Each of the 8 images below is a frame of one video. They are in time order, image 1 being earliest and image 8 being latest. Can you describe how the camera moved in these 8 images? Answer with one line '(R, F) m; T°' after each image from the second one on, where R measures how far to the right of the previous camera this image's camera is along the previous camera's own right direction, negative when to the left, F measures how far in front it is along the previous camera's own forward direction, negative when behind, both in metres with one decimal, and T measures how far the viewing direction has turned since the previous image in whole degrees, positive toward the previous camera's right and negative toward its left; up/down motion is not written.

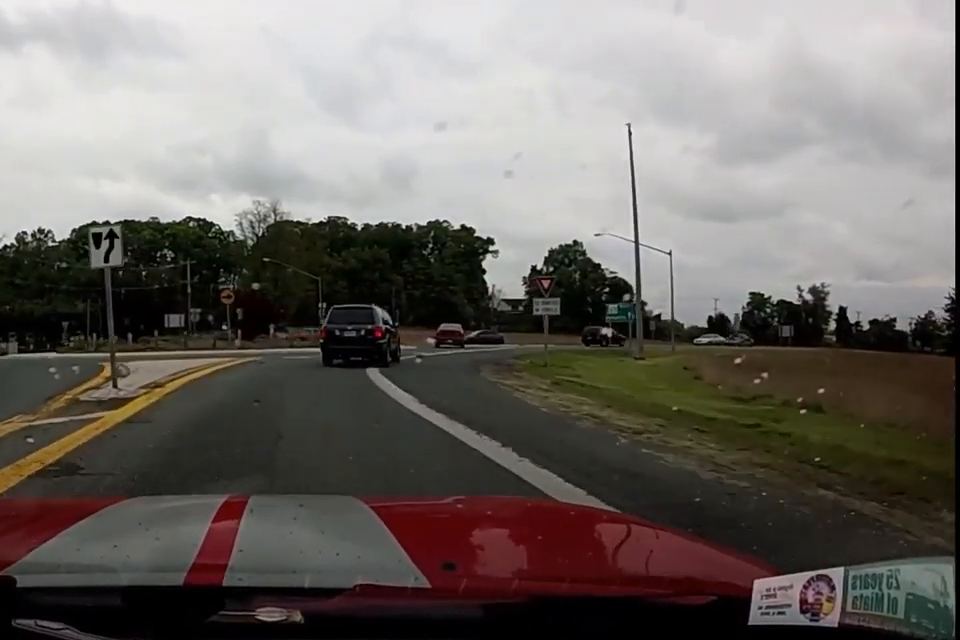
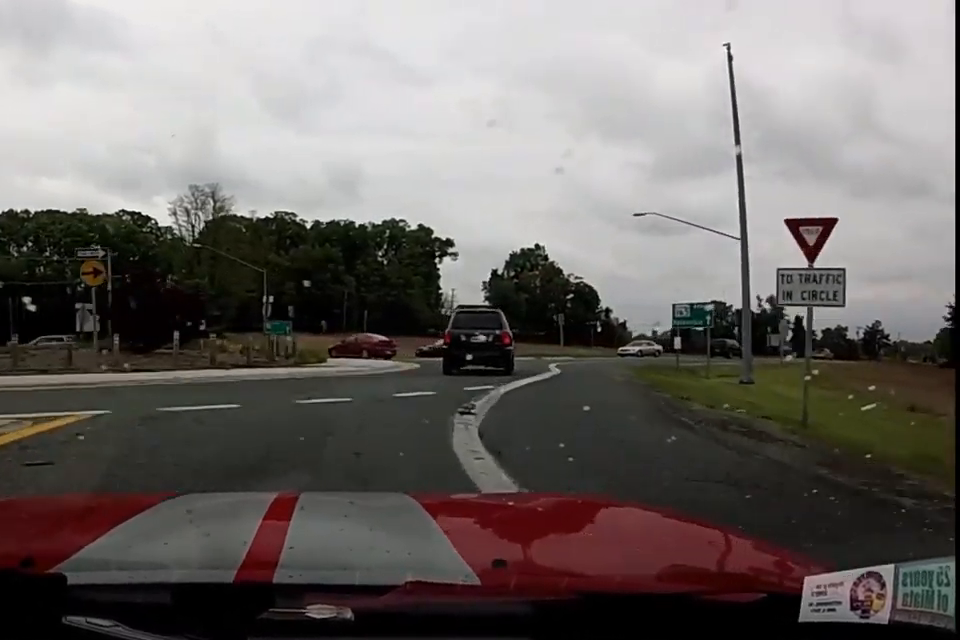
(+3.3, +13.7) m; +25°
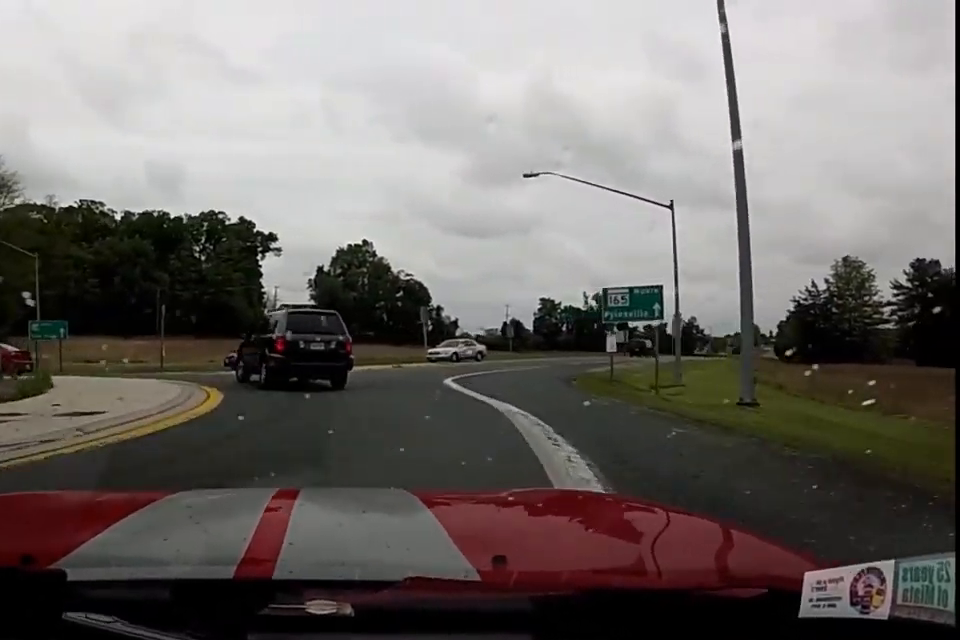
(+0.1, +12.1) m; +2°
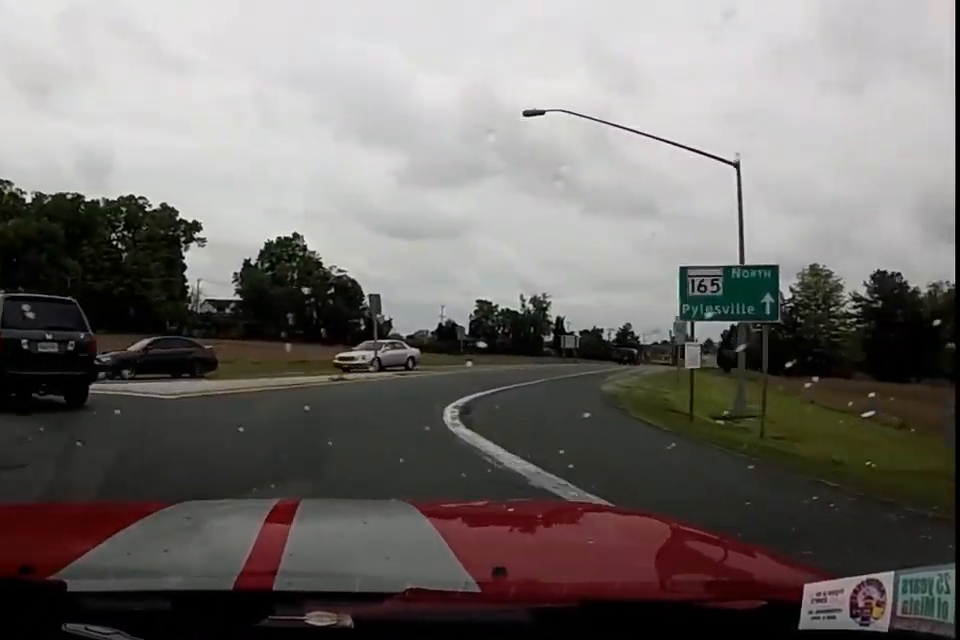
(-0.3, +9.5) m; +13°
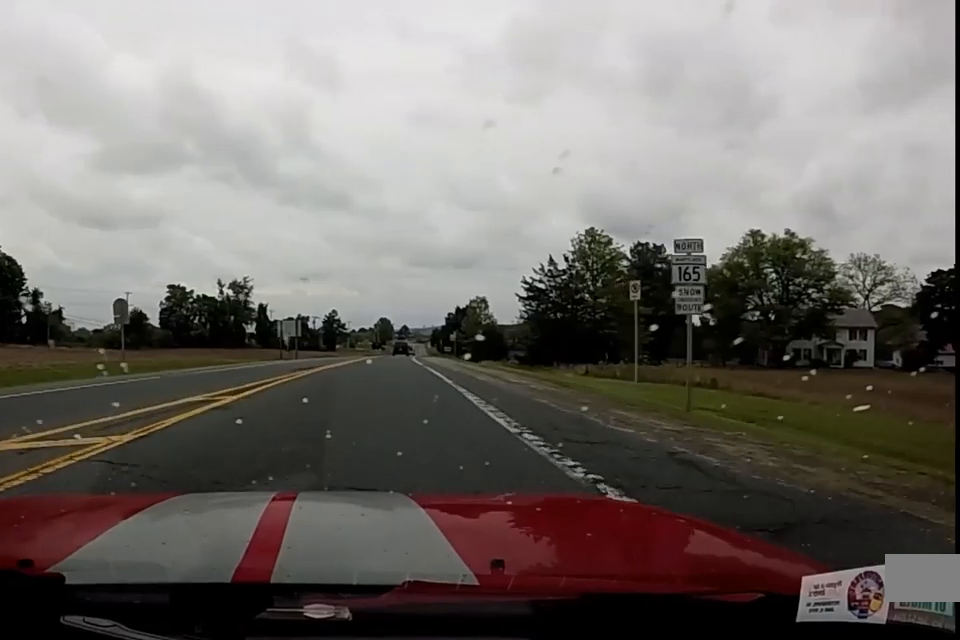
(+6.7, +24.0) m; +18°
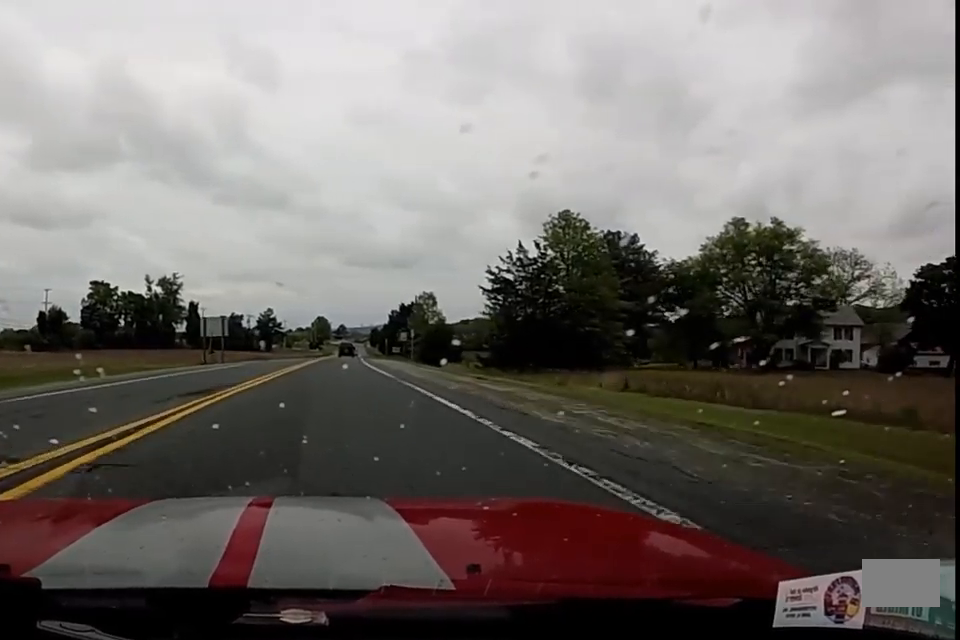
(0.0, +9.8) m; 0°
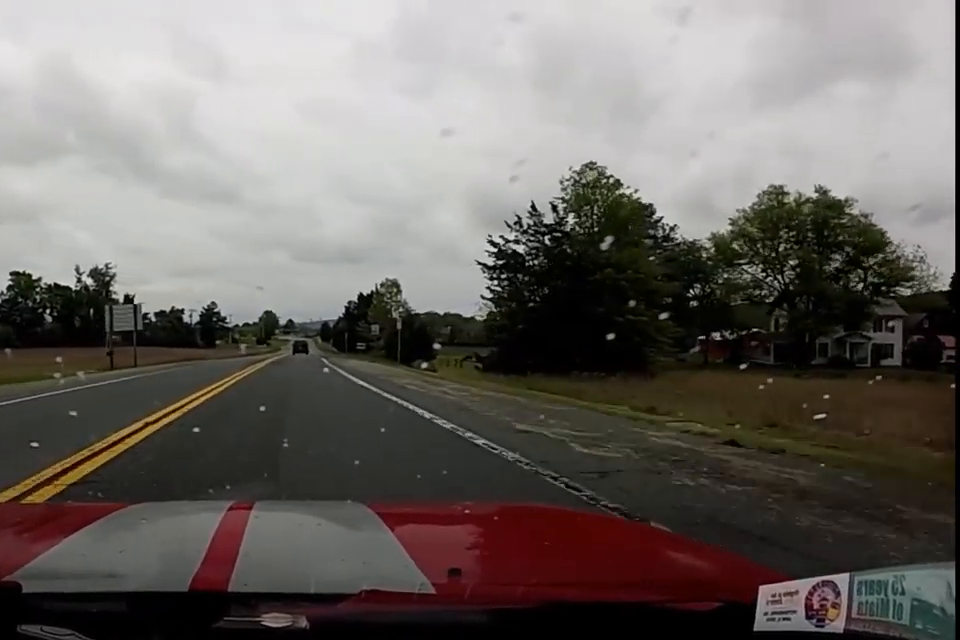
(0.0, +14.5) m; 0°
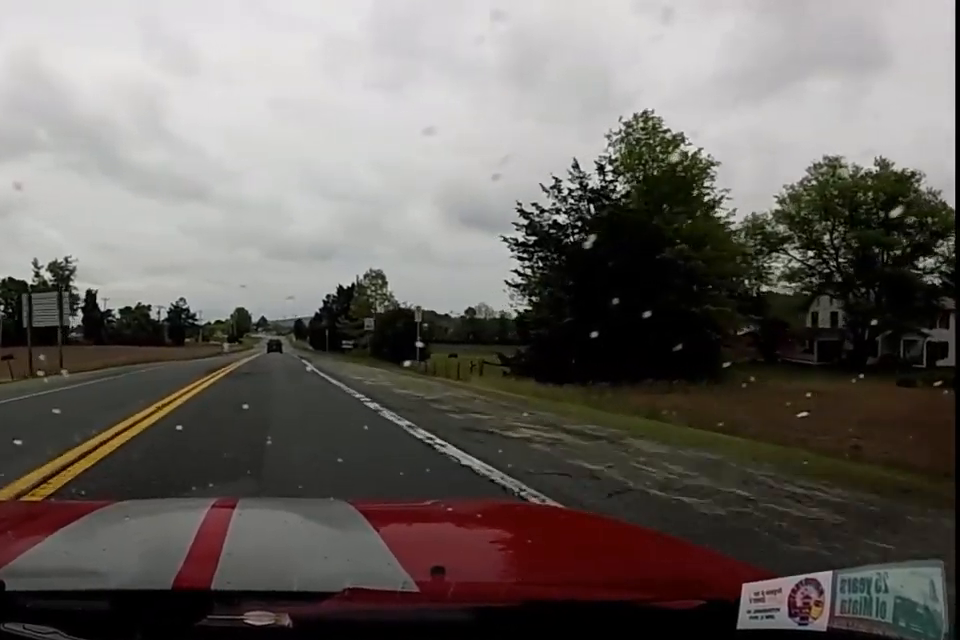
(0.0, +10.3) m; 0°
